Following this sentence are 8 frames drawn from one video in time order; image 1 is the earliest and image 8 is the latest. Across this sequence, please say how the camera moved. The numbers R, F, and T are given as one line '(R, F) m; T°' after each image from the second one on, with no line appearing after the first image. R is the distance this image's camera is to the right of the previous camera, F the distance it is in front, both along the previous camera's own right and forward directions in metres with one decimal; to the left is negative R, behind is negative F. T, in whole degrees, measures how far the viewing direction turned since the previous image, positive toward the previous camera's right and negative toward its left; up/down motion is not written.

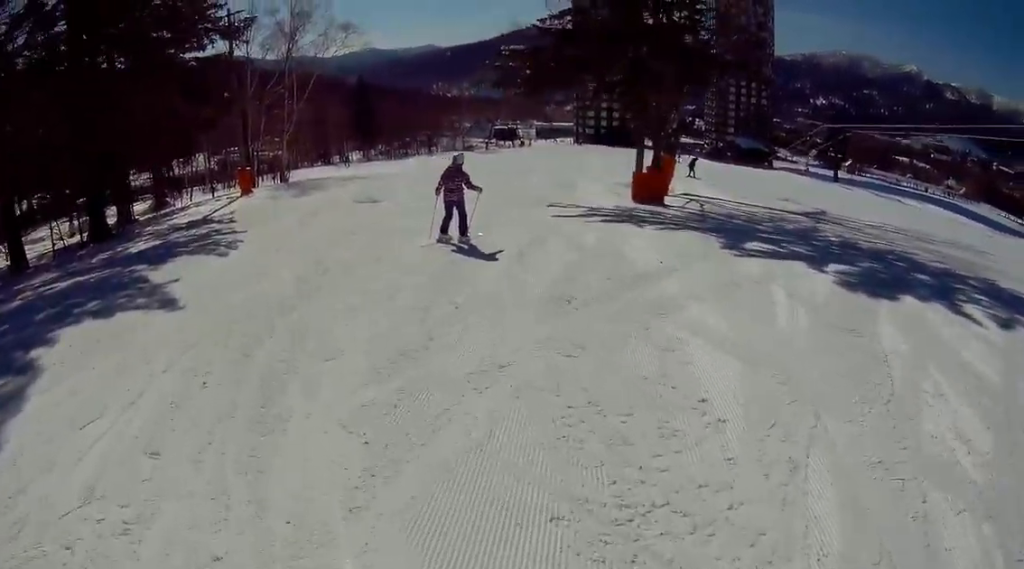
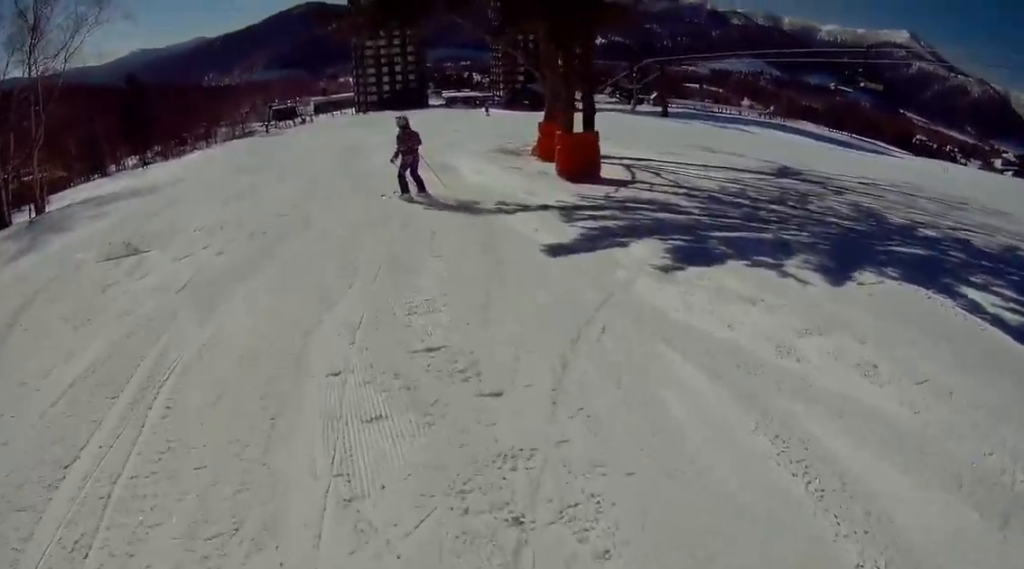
(+1.3, +9.1) m; +8°
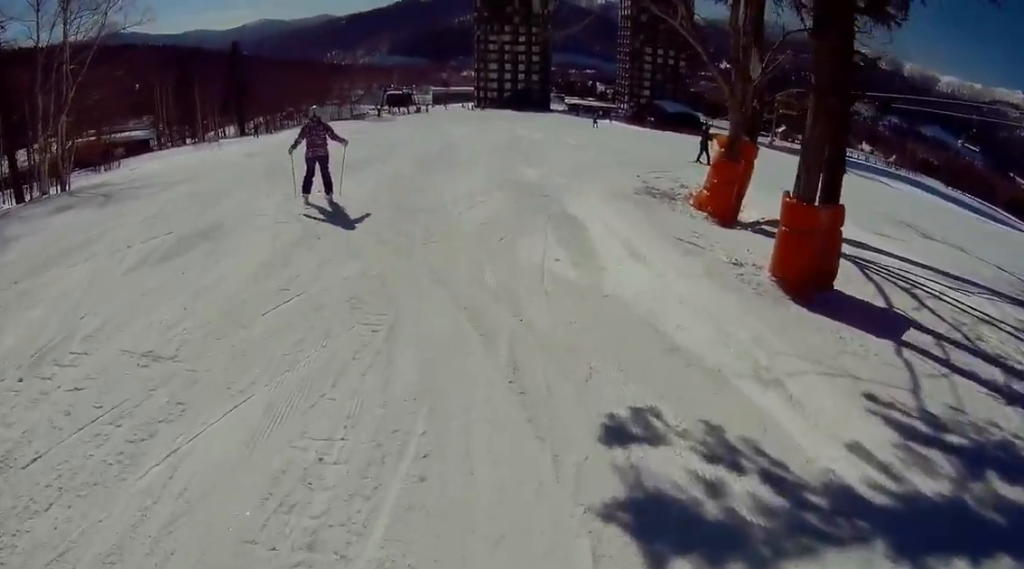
(-0.7, +7.6) m; -11°
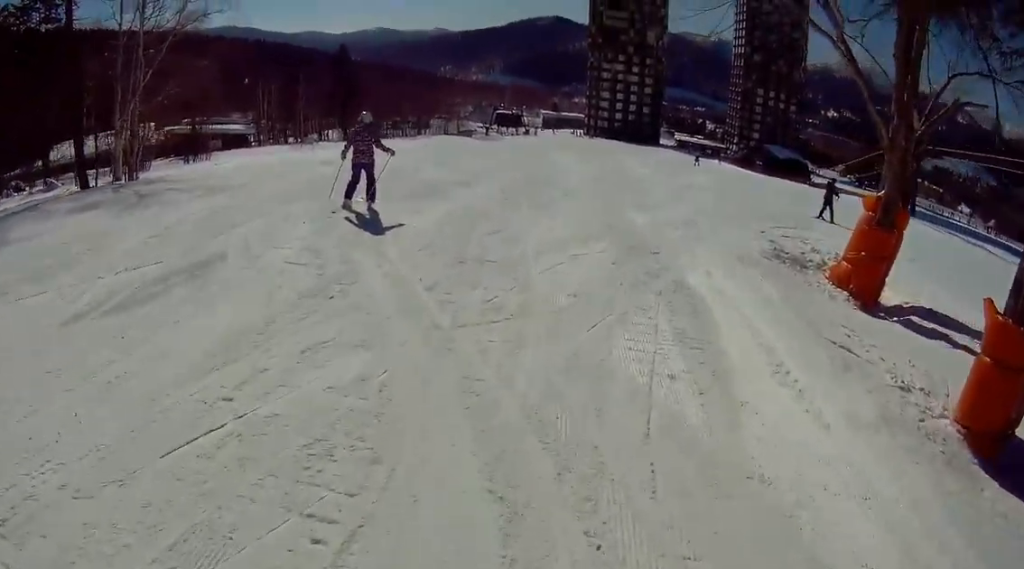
(-0.1, +2.7) m; -3°
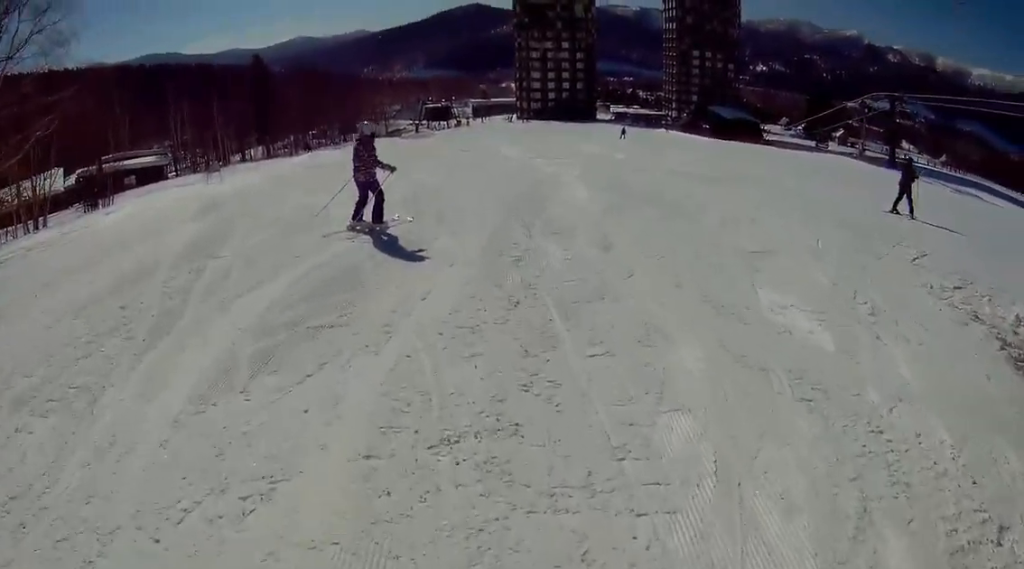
(0.0, +7.6) m; +8°
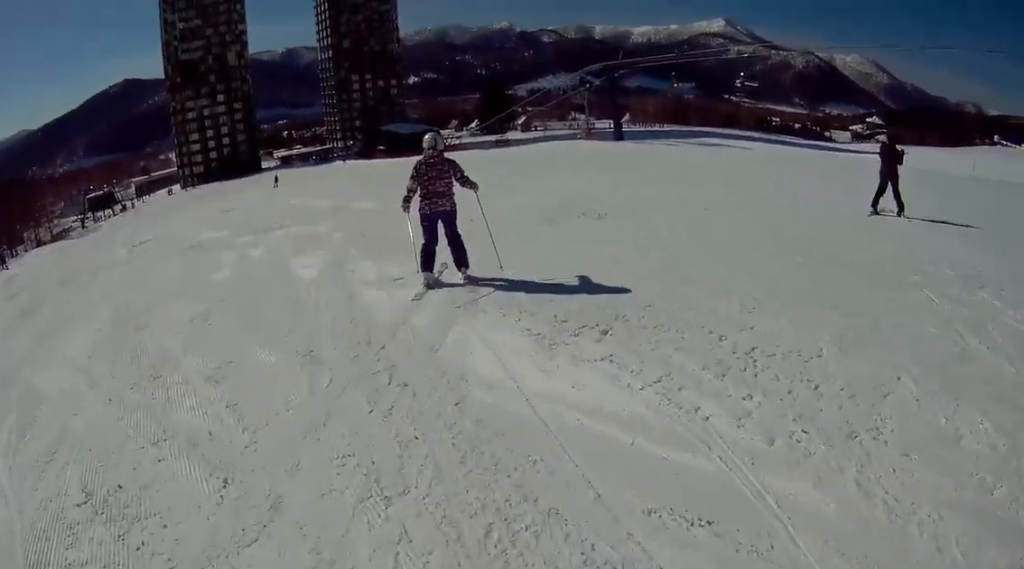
(+2.4, +7.8) m; +24°
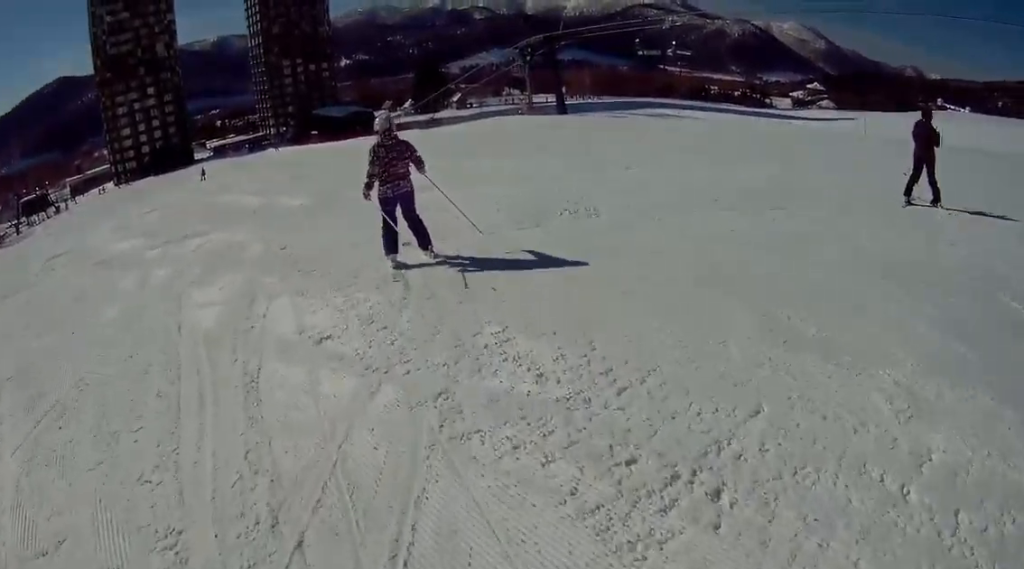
(-0.5, +2.4) m; -6°
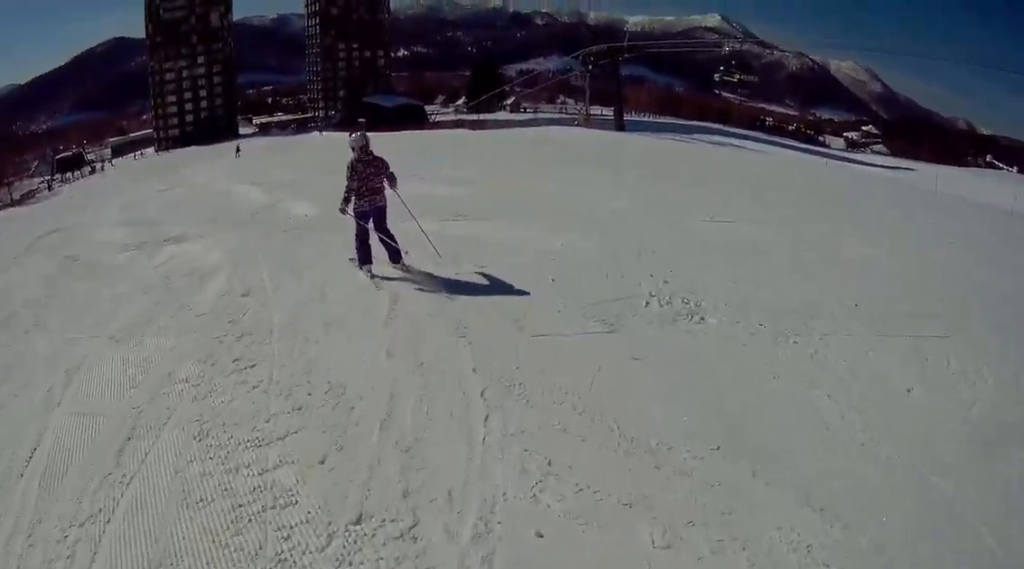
(-0.2, +2.9) m; -6°
